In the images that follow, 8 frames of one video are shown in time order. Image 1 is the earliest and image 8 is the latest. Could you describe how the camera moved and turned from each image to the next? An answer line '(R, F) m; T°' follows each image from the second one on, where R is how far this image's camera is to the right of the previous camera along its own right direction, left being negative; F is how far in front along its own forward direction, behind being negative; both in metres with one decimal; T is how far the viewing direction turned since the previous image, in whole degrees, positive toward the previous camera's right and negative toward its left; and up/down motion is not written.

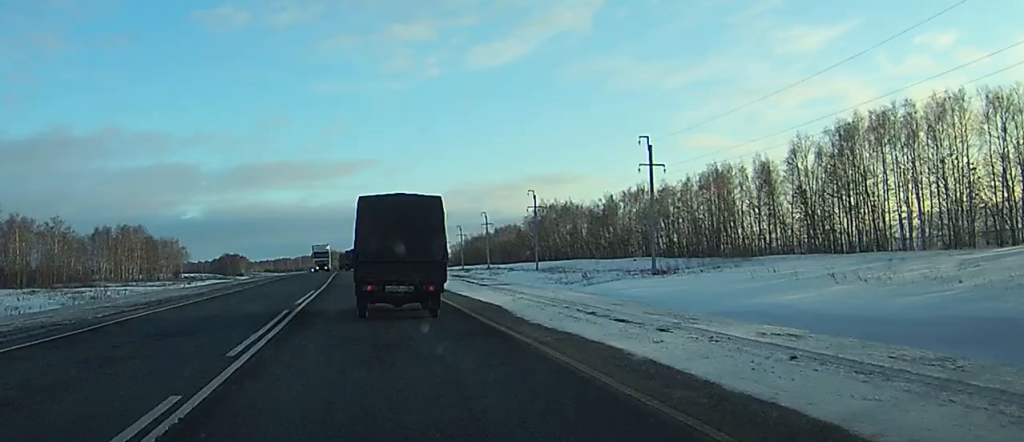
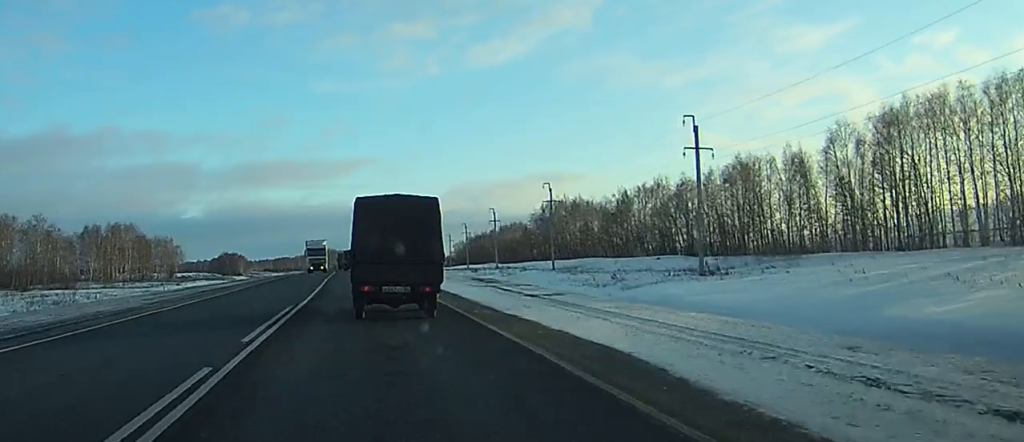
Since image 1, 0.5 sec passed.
(0.0, +10.1) m; 0°
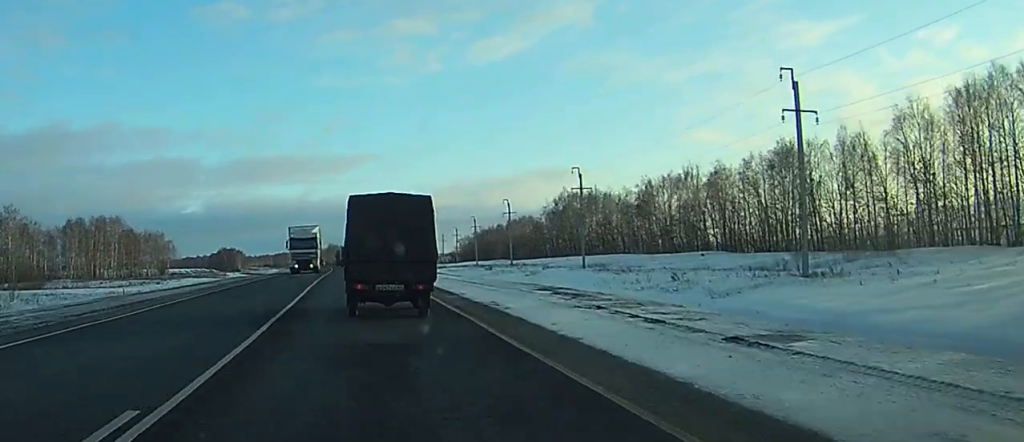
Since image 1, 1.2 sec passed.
(0.0, +14.8) m; 0°
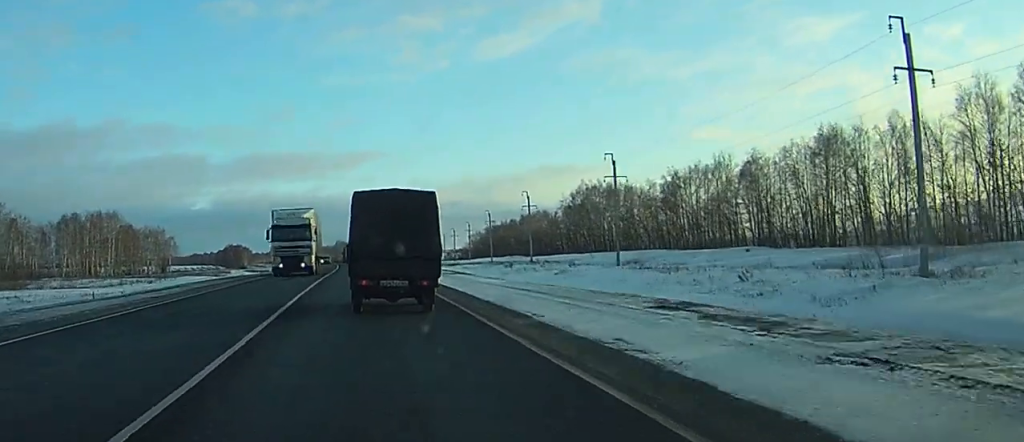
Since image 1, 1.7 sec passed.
(0.0, +10.0) m; 0°
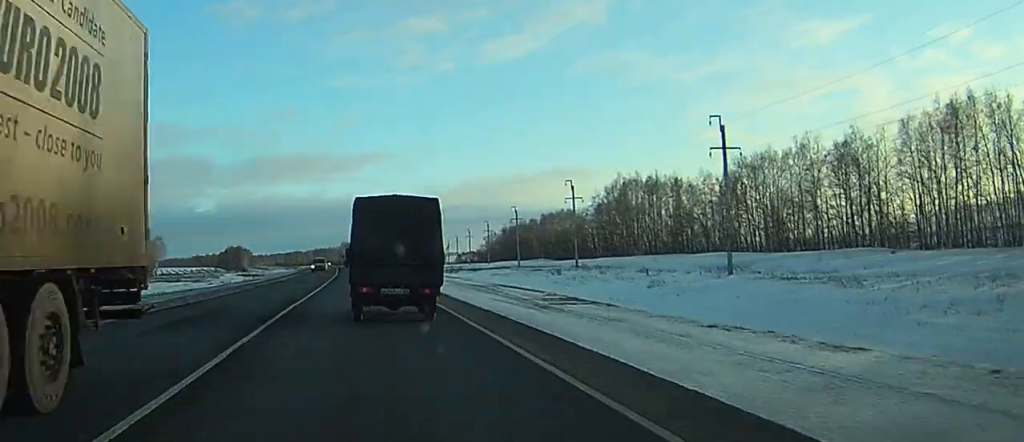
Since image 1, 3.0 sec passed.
(-0.1, +25.5) m; 0°
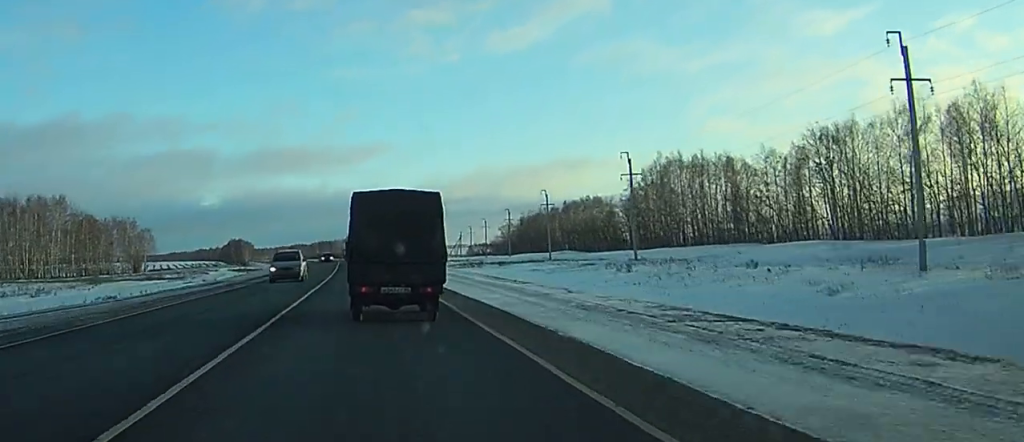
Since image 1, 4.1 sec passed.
(0.0, +21.7) m; 0°
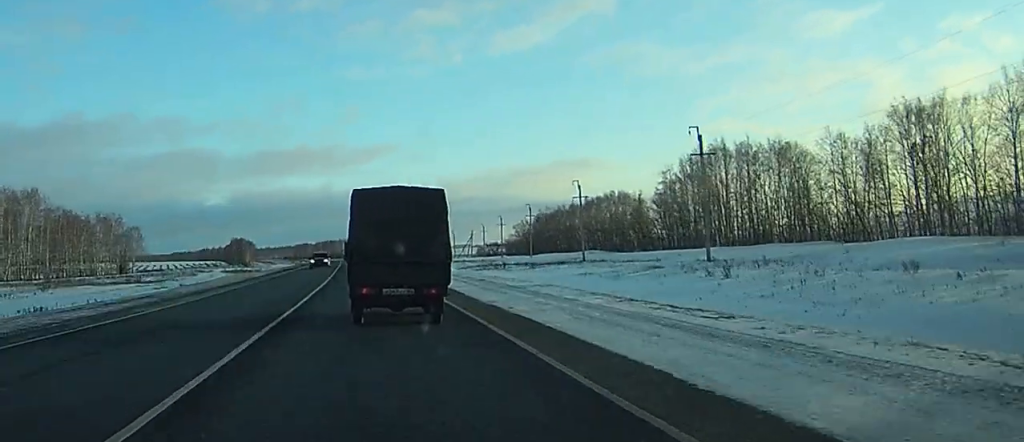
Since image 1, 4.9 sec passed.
(0.0, +17.8) m; 0°
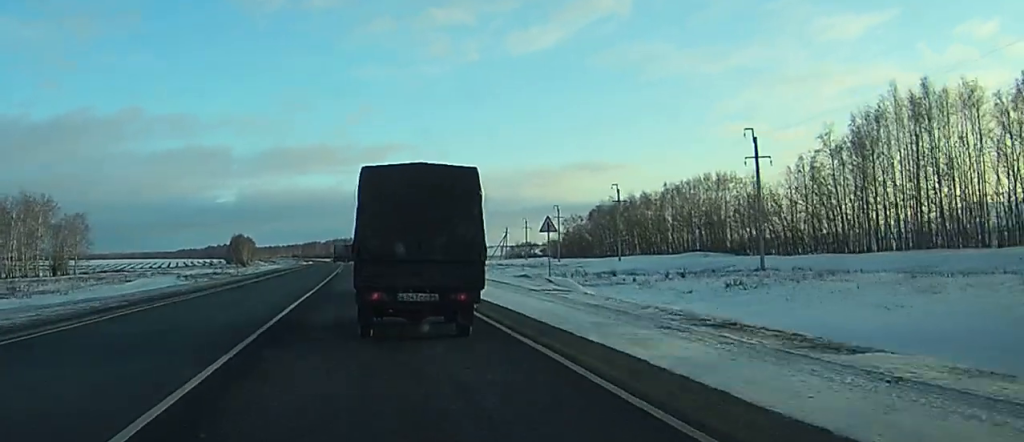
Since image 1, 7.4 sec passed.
(-0.3, +52.3) m; -1°
